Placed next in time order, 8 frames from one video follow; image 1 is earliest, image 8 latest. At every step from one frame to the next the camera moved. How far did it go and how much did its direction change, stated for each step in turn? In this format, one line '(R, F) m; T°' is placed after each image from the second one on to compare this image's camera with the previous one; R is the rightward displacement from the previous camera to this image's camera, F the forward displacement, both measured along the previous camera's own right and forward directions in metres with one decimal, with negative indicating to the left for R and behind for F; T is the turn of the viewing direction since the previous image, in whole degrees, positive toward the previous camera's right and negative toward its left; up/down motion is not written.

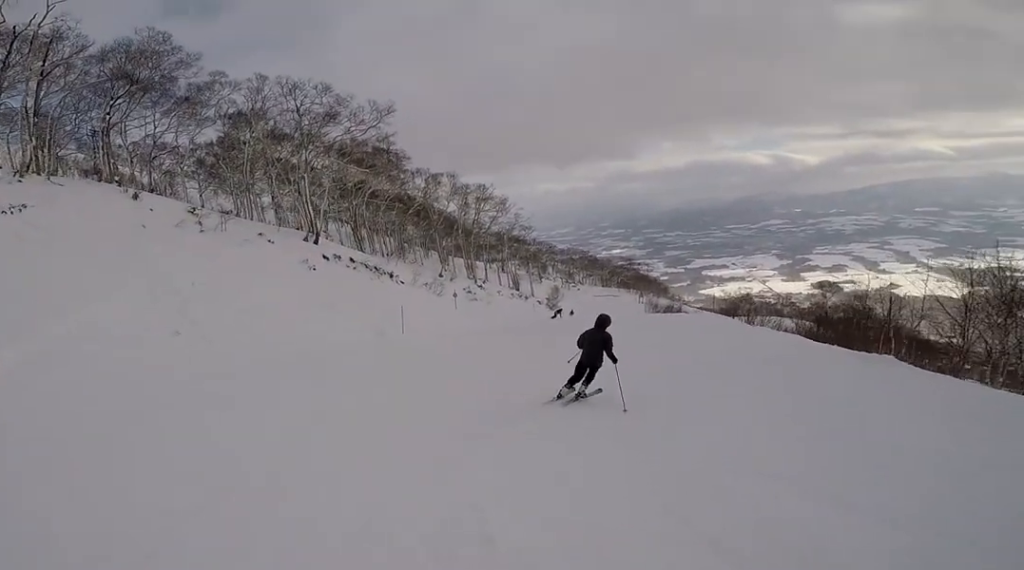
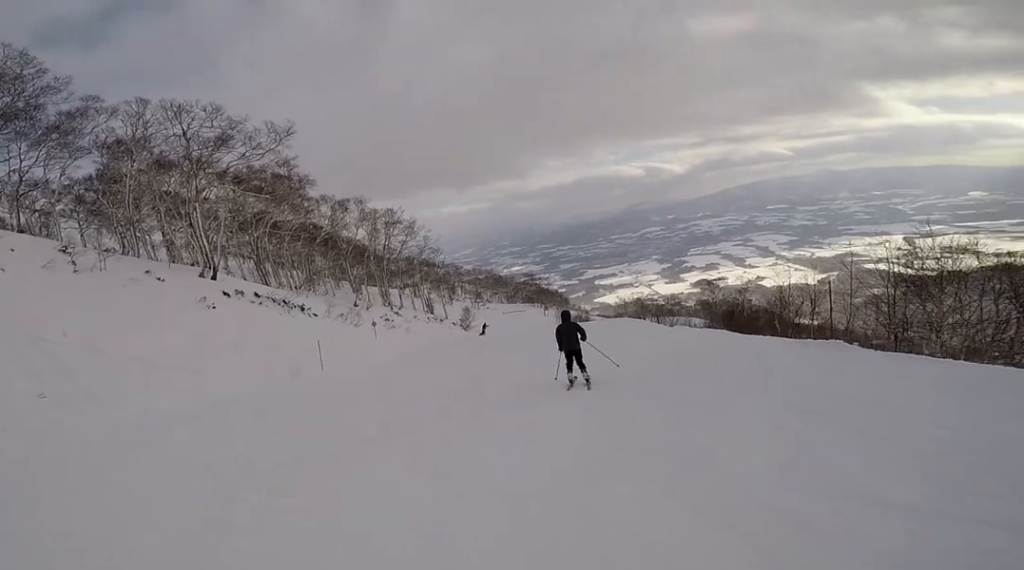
(+0.2, +1.8) m; +10°
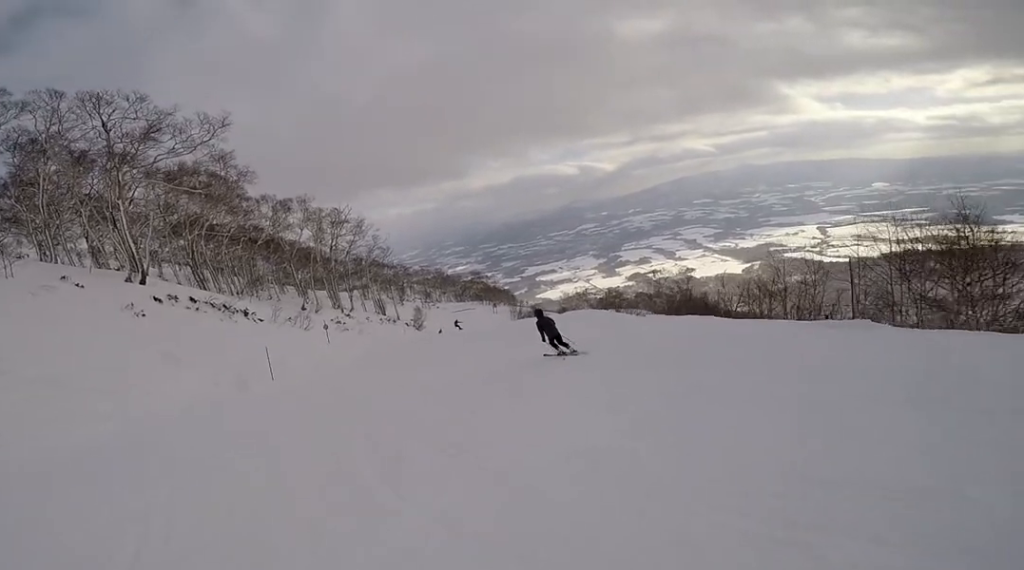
(+0.1, +2.3) m; +6°
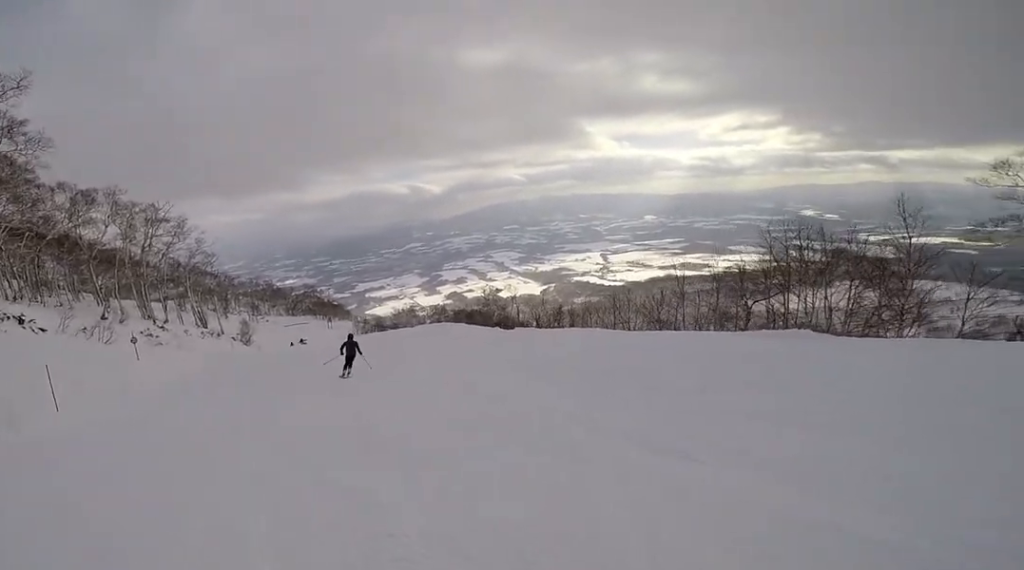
(+0.3, +3.7) m; +10°
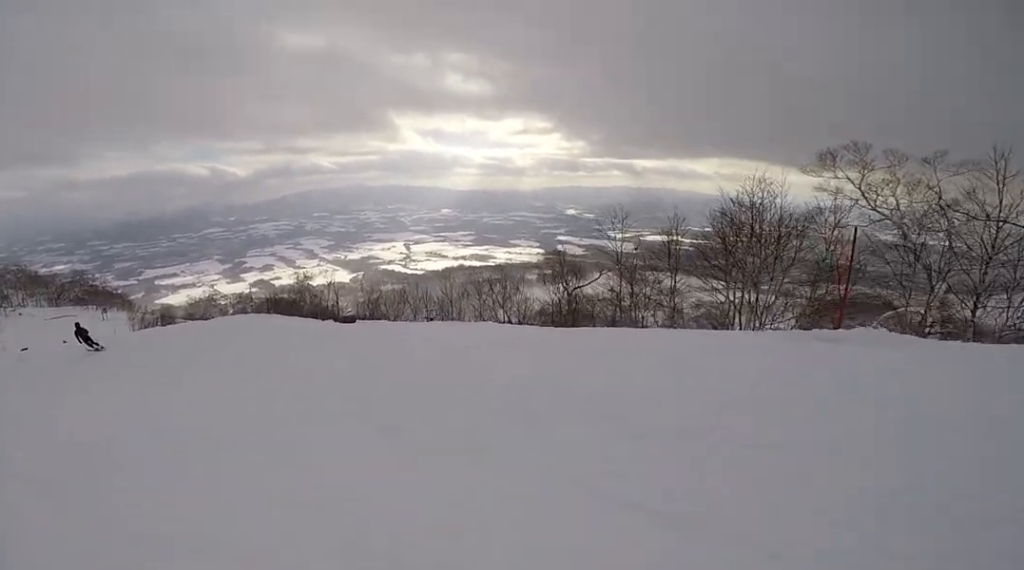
(+1.0, +6.5) m; -2°
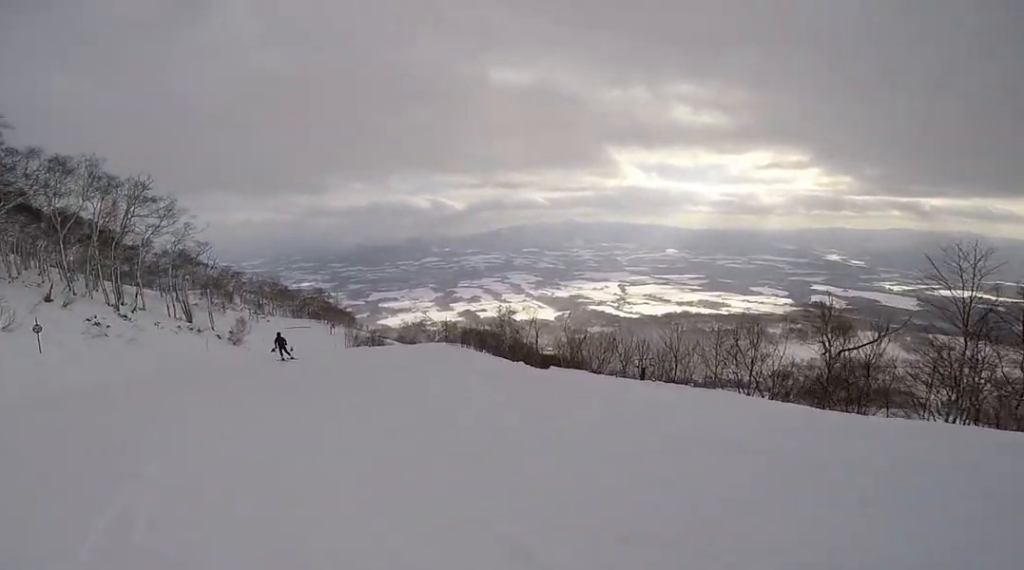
(-0.3, +1.8) m; -8°
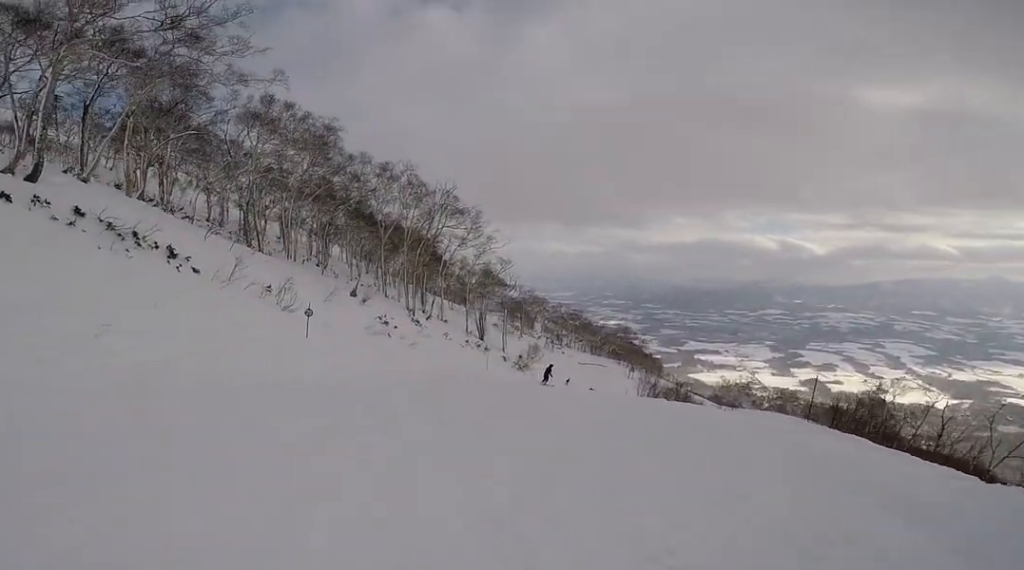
(-1.8, +6.0) m; -21°
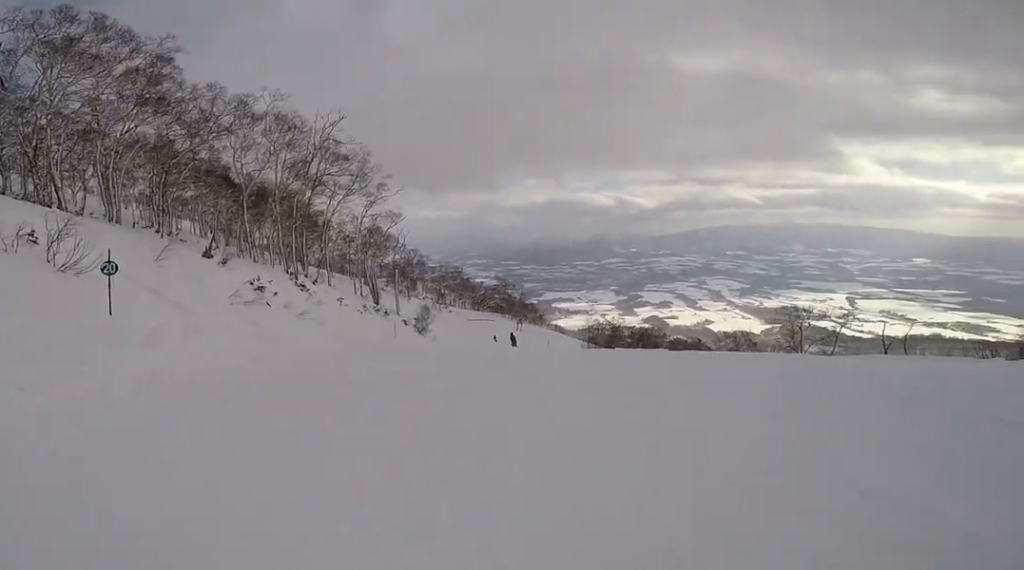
(+1.1, +9.0) m; +21°
